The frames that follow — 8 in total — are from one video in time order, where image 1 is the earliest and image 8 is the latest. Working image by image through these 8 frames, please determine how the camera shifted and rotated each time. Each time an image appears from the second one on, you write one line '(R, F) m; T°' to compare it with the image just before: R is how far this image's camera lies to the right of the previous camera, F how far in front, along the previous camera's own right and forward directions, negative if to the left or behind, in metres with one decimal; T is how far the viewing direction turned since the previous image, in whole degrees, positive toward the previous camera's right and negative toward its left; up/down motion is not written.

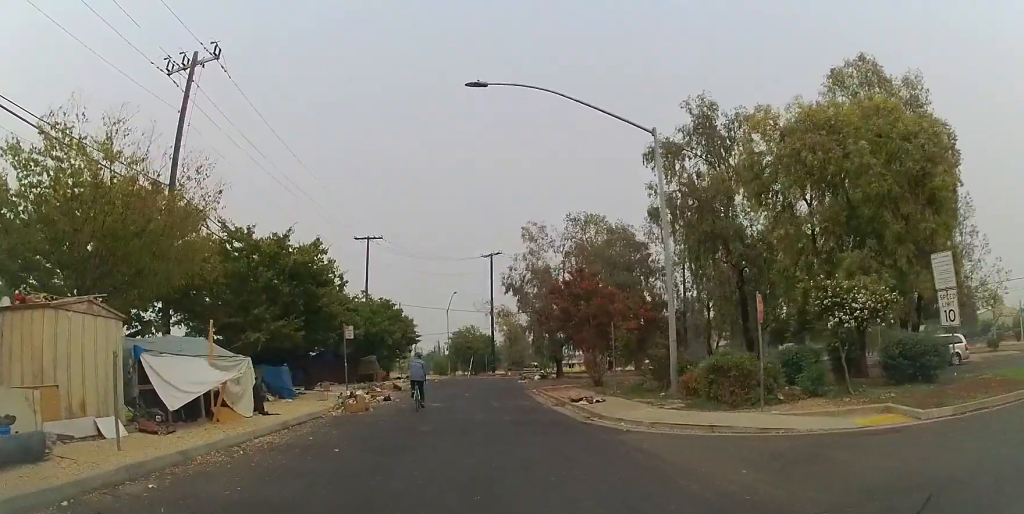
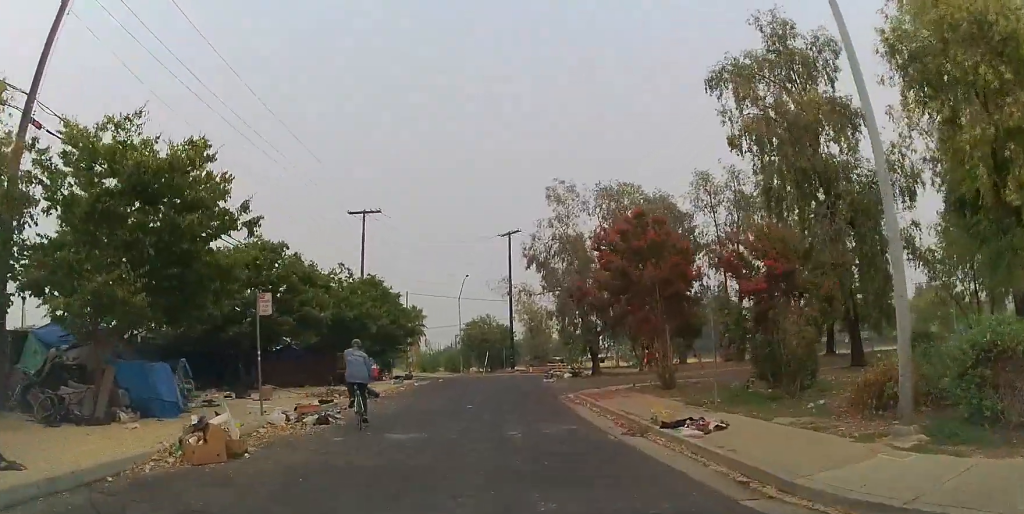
(-0.1, +9.0) m; -7°
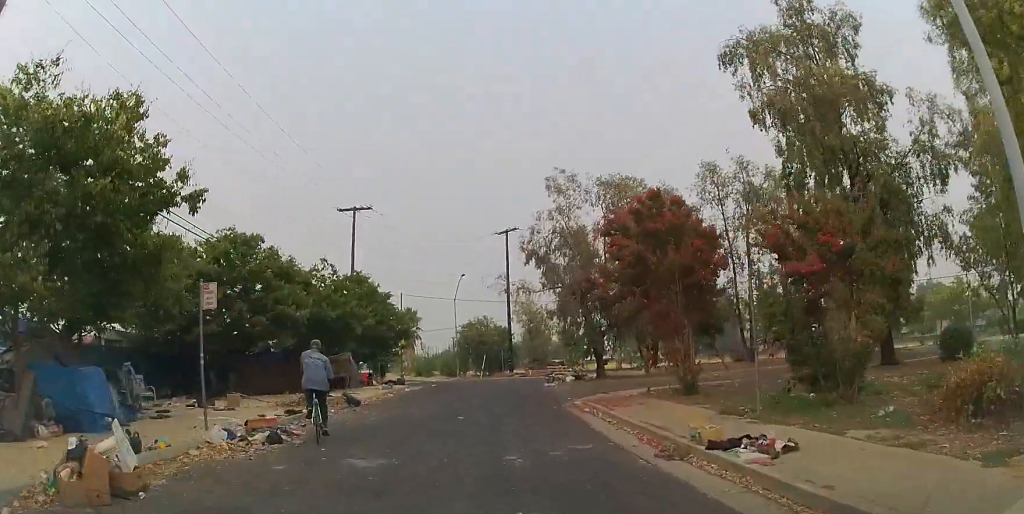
(0.0, +2.4) m; 0°
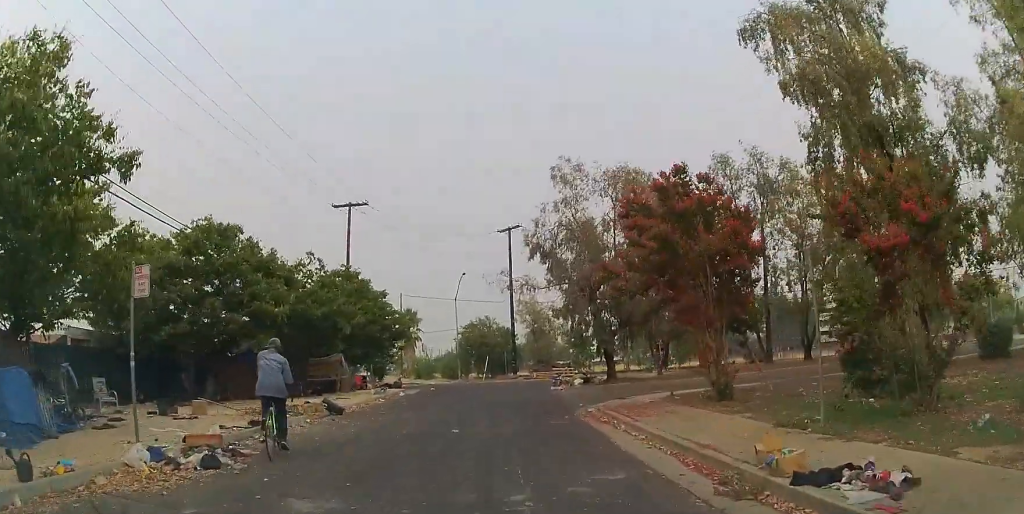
(0.0, +2.2) m; 0°
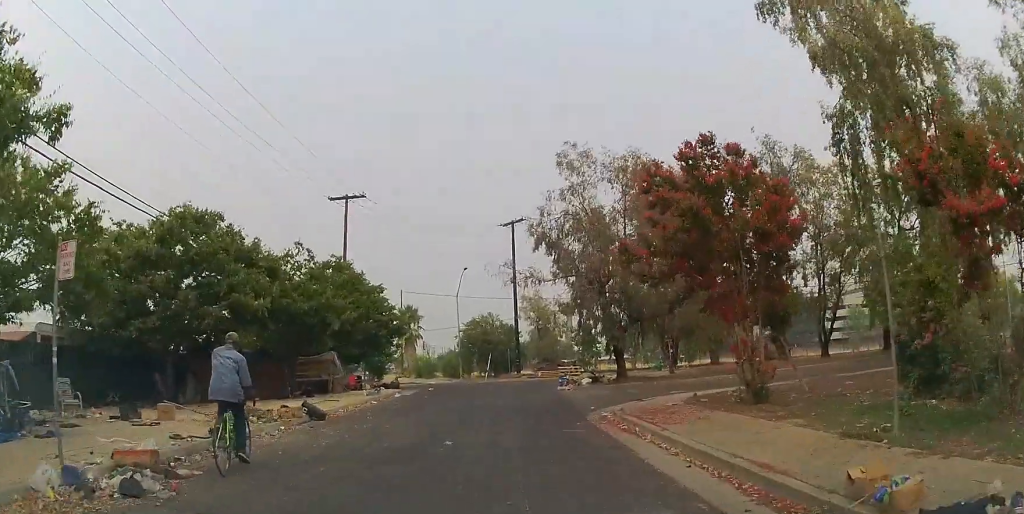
(0.0, +1.8) m; 0°
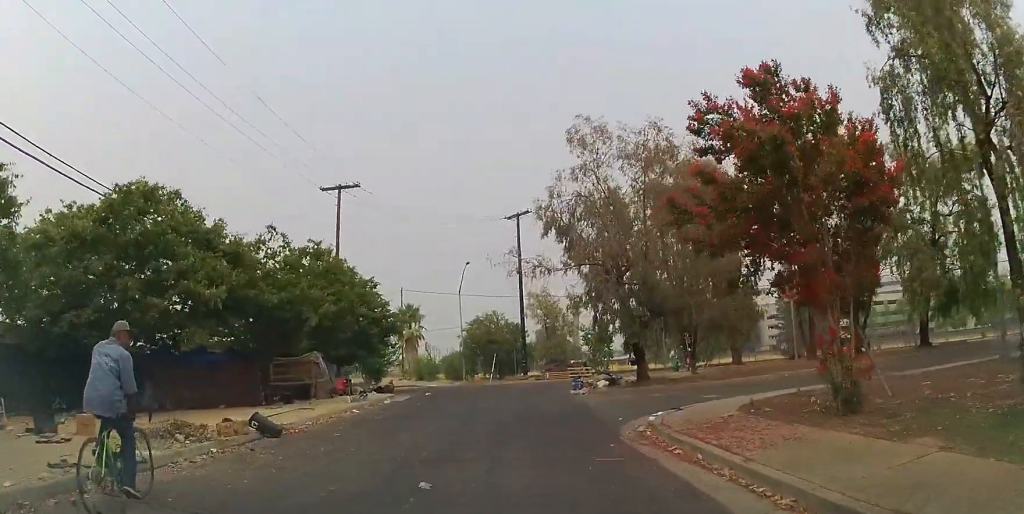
(0.0, +3.2) m; +4°
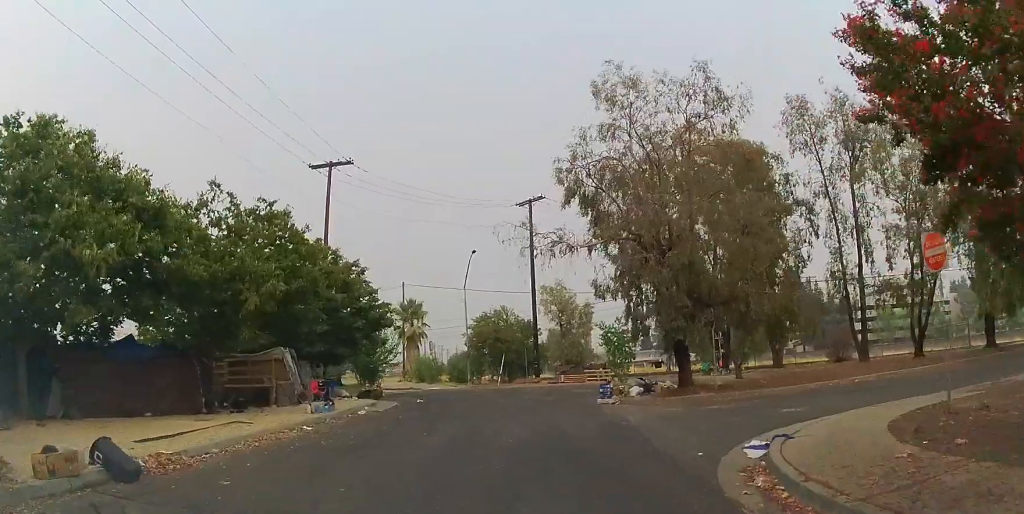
(+0.4, +4.9) m; -2°
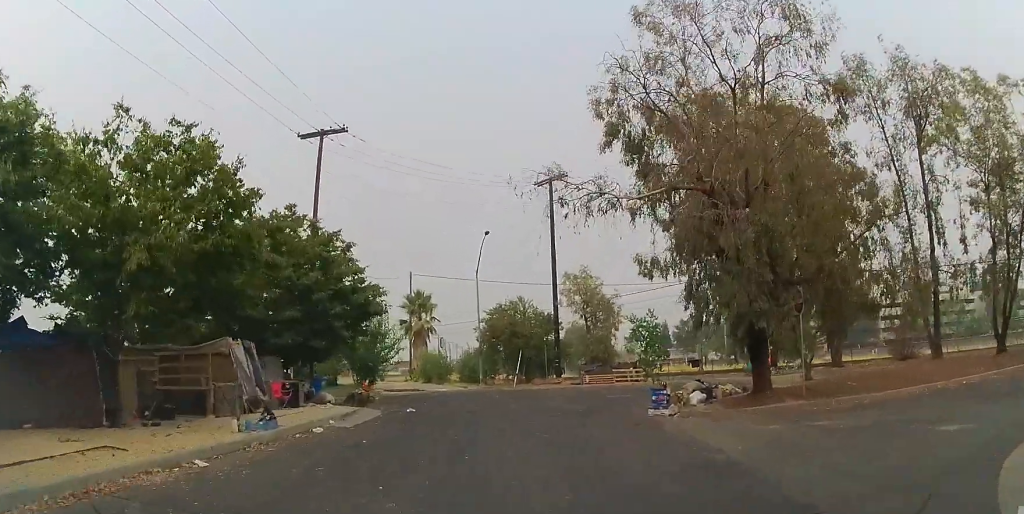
(-0.8, +5.0) m; -9°
